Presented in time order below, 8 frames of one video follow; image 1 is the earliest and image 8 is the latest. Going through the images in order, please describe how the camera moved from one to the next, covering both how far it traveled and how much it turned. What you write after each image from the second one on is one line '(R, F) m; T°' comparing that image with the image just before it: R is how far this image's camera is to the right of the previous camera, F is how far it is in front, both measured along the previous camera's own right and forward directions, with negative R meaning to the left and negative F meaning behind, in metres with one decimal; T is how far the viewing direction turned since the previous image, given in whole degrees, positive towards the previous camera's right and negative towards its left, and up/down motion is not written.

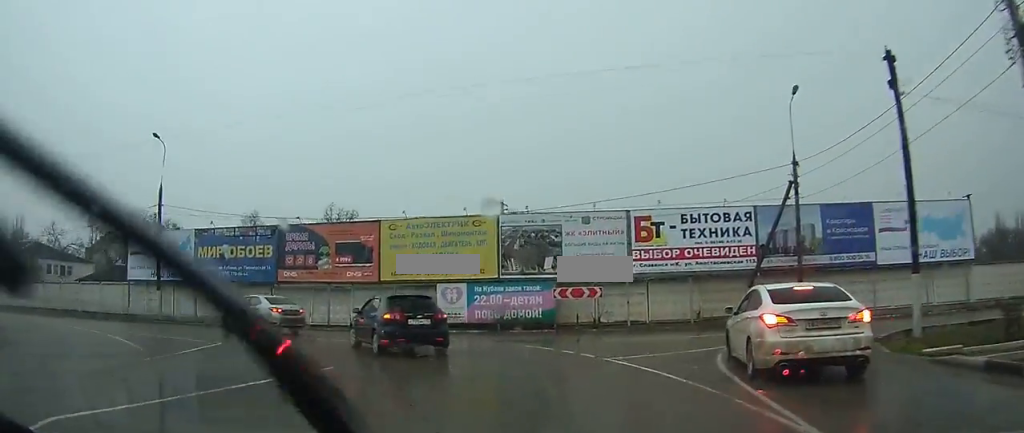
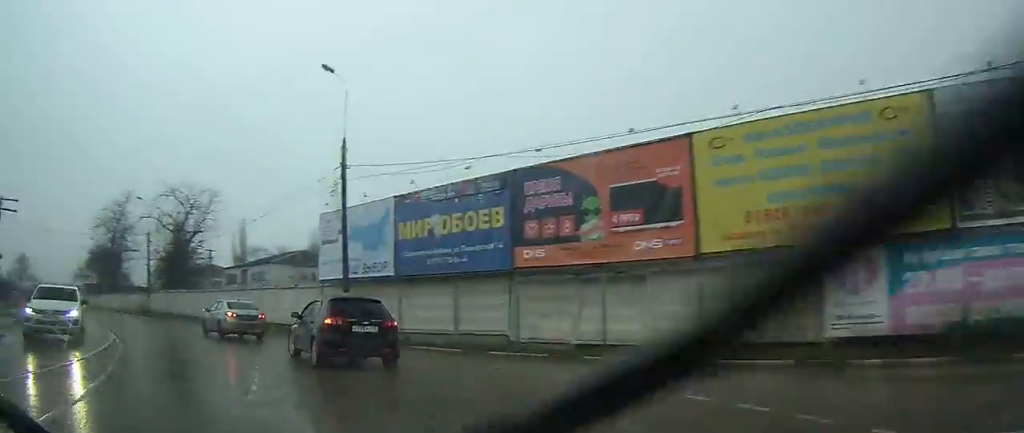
(-3.4, +14.4) m; -30°
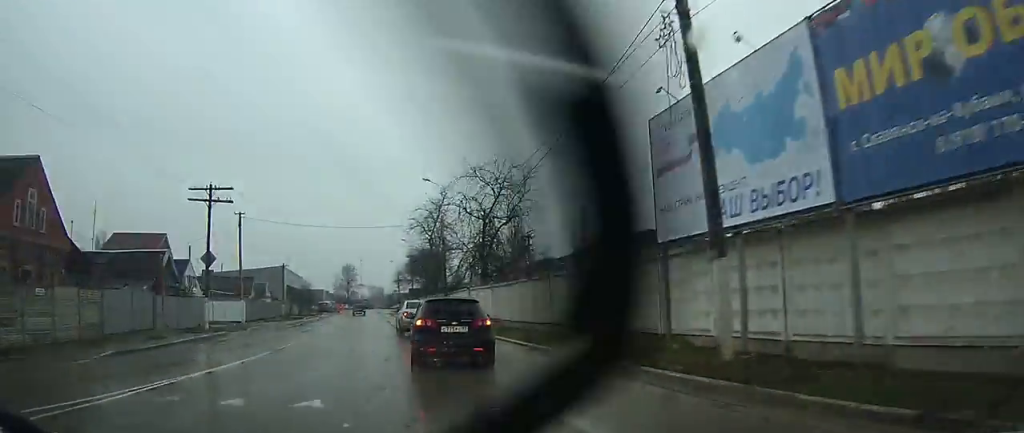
(-2.9, +12.8) m; -25°
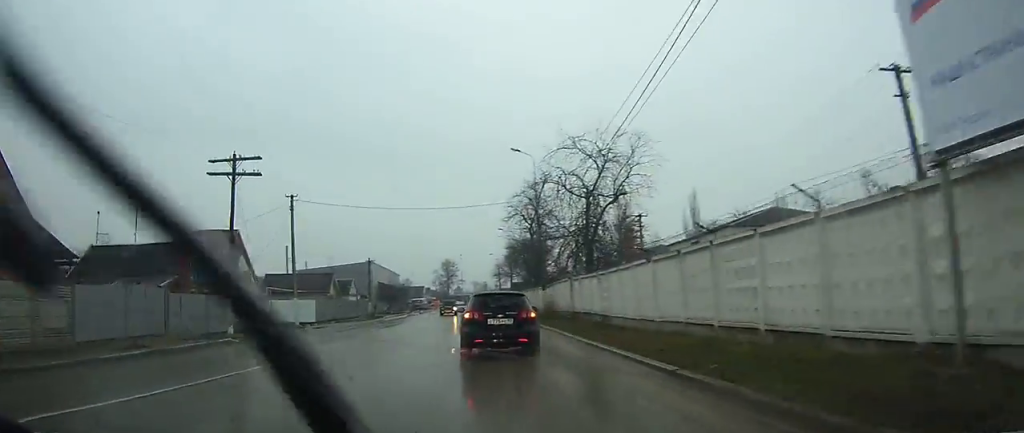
(-0.9, +7.3) m; -10°
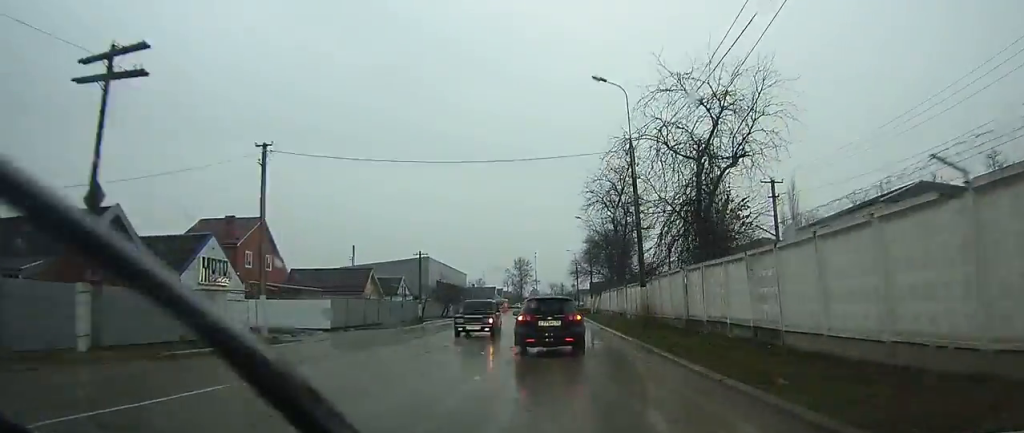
(-1.9, +12.7) m; -10°
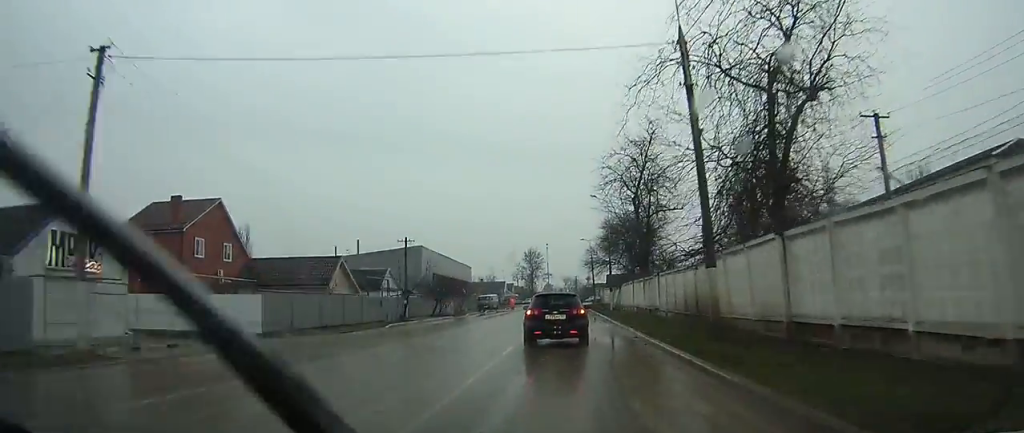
(-0.3, +10.8) m; 0°
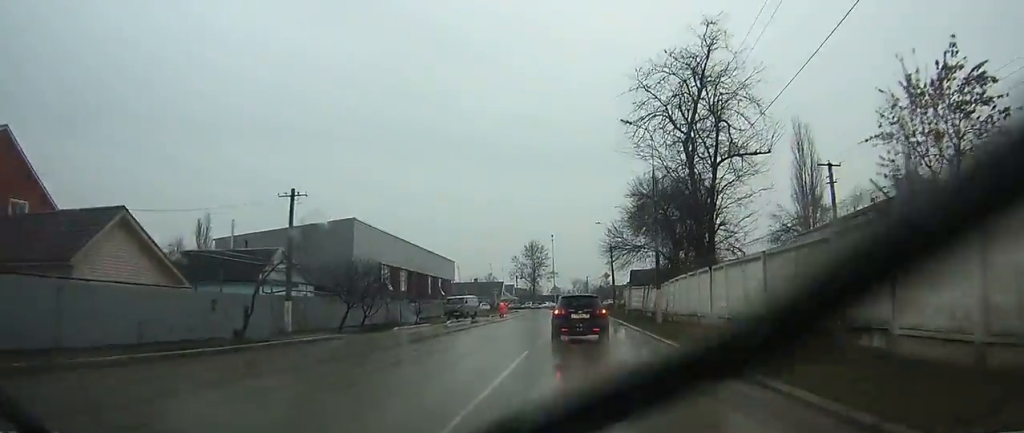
(+0.1, +24.1) m; +2°
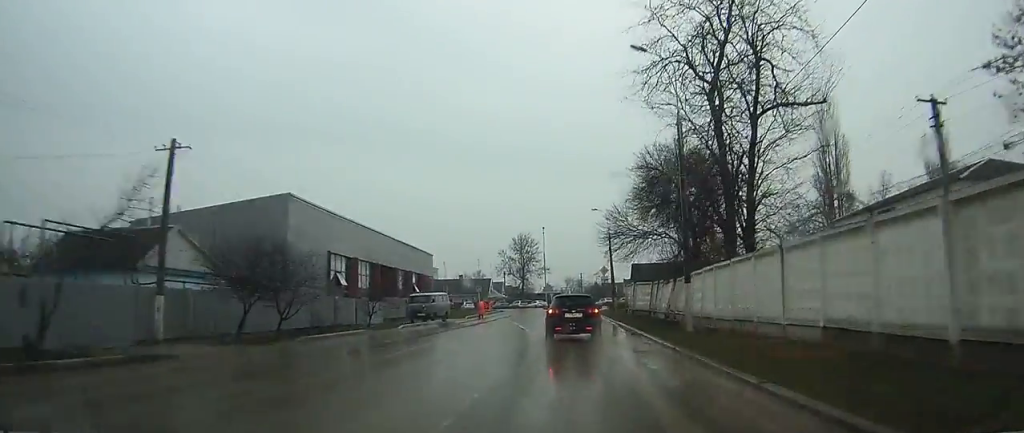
(+0.1, +9.1) m; 0°
